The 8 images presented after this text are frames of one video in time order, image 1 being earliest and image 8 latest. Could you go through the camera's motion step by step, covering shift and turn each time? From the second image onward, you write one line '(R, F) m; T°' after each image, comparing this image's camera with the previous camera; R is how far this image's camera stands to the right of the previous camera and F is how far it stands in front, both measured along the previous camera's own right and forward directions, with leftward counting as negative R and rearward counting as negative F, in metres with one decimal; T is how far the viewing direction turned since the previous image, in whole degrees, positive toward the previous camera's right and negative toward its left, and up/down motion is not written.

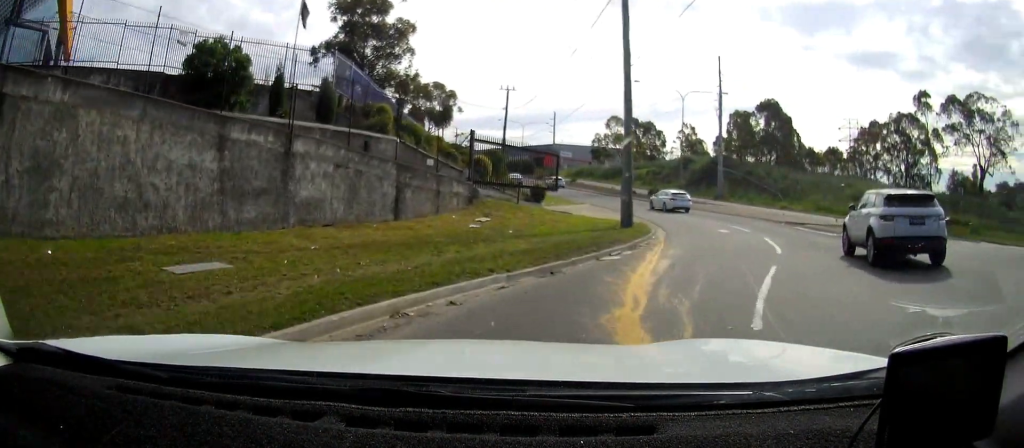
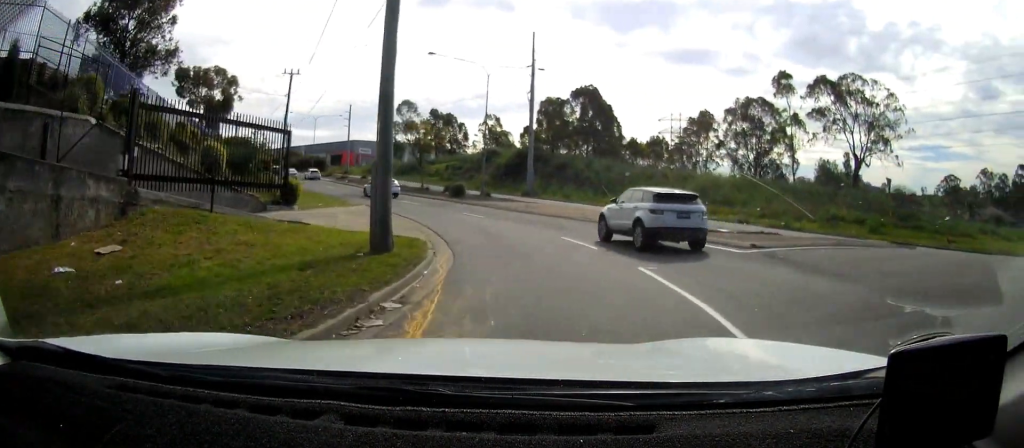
(+0.3, +9.7) m; +2°
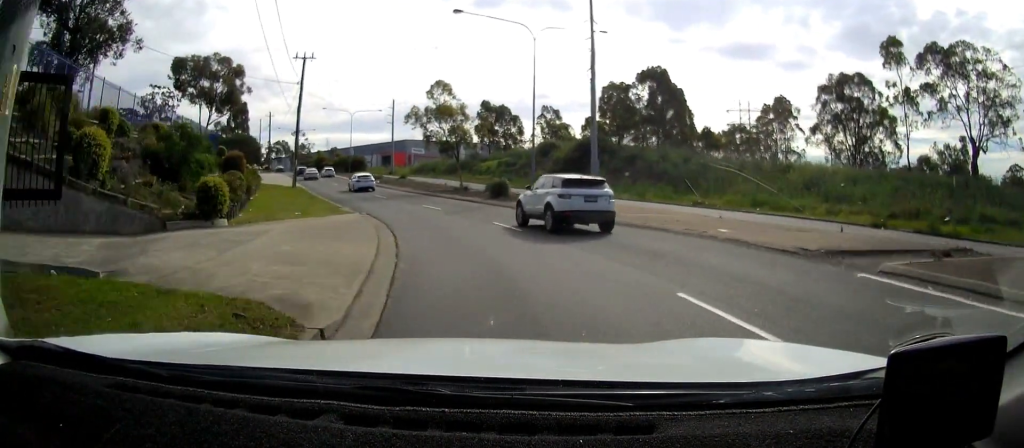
(0.0, +10.5) m; 0°
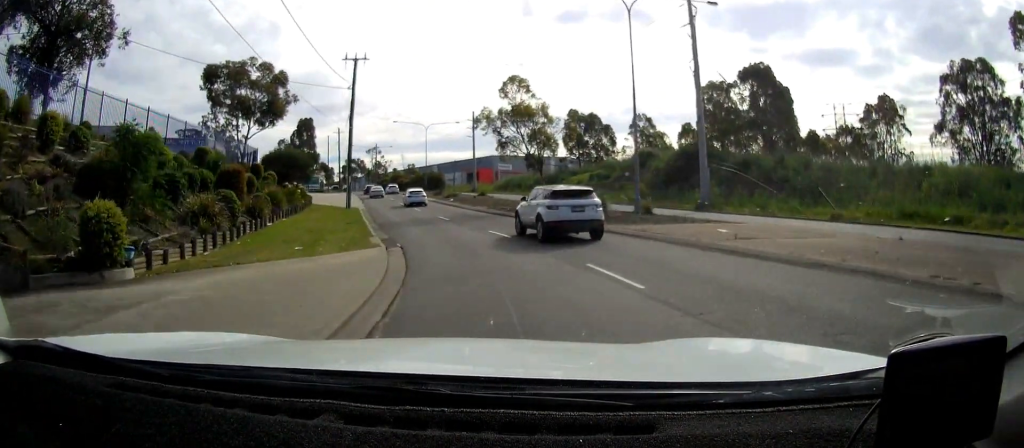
(0.0, +7.9) m; 0°
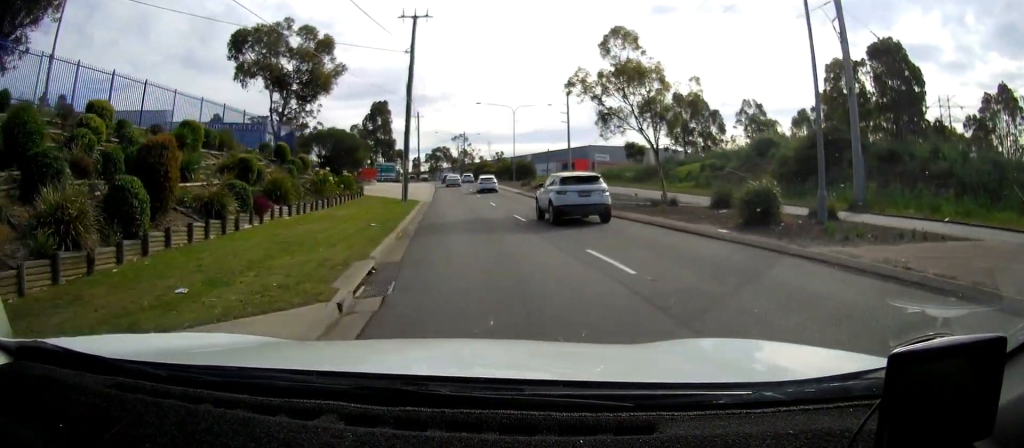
(-0.1, +9.4) m; -7°
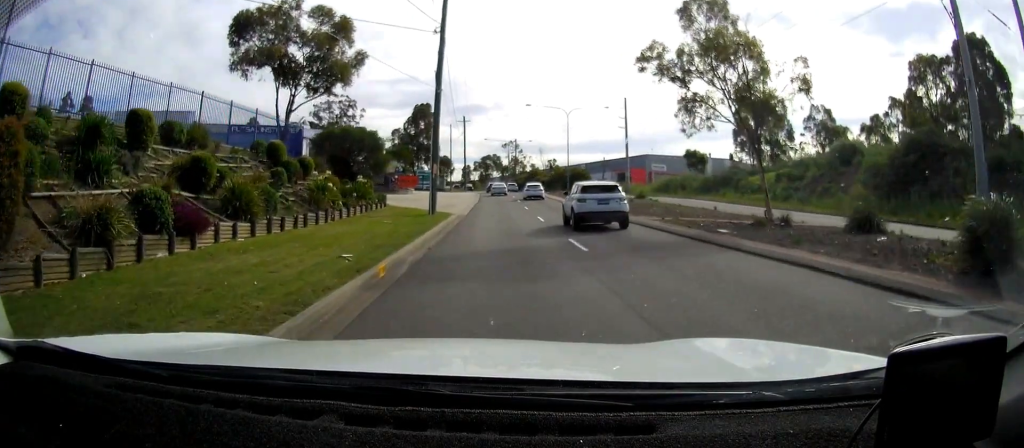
(-0.4, +6.6) m; -6°
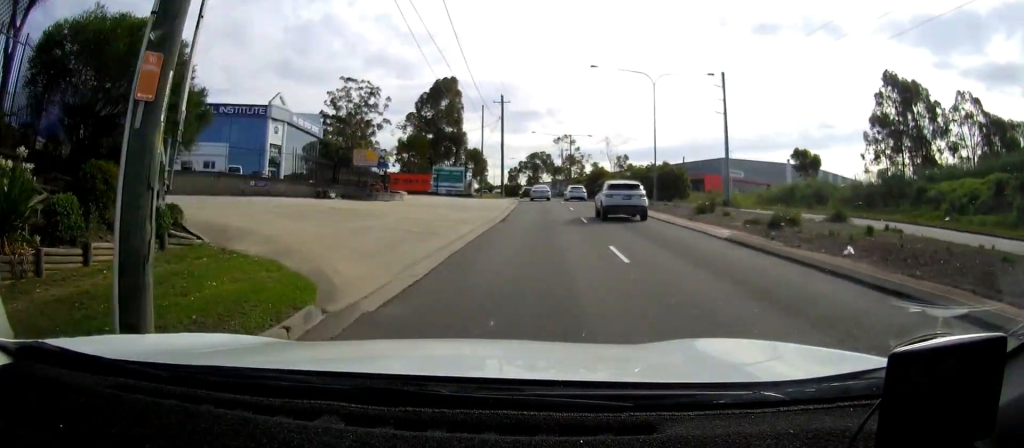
(-3.9, +24.3) m; -12°
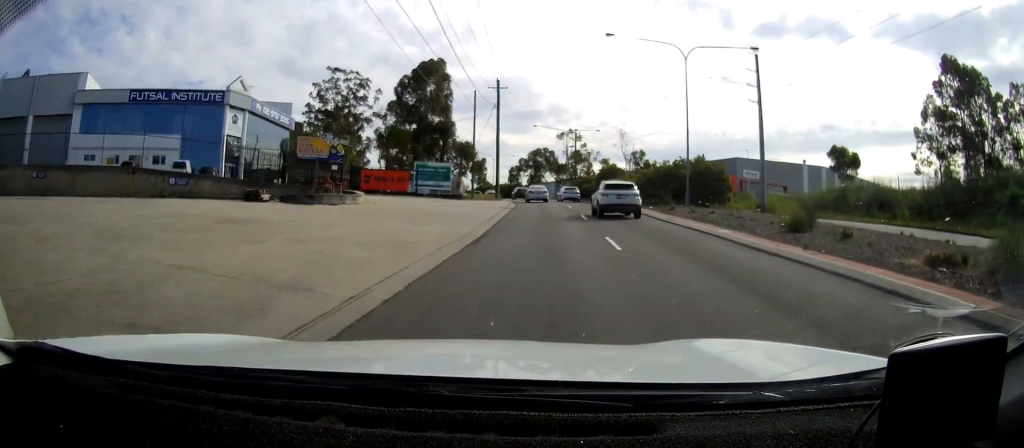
(-0.1, +9.9) m; 0°
